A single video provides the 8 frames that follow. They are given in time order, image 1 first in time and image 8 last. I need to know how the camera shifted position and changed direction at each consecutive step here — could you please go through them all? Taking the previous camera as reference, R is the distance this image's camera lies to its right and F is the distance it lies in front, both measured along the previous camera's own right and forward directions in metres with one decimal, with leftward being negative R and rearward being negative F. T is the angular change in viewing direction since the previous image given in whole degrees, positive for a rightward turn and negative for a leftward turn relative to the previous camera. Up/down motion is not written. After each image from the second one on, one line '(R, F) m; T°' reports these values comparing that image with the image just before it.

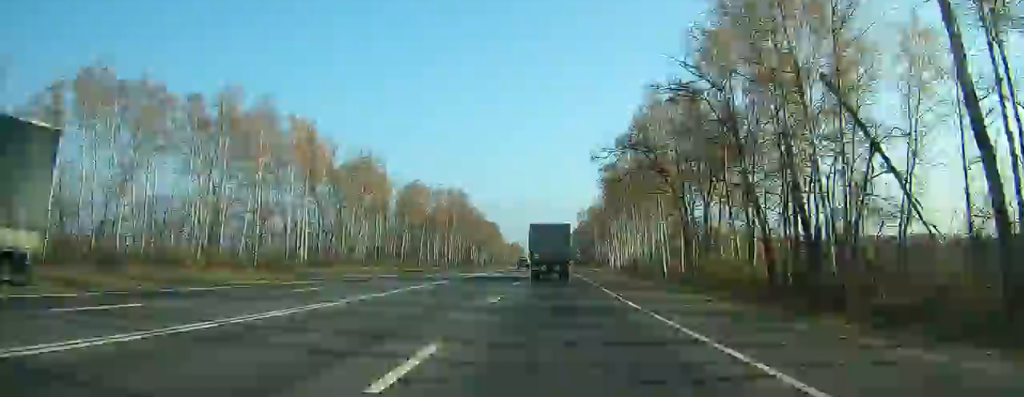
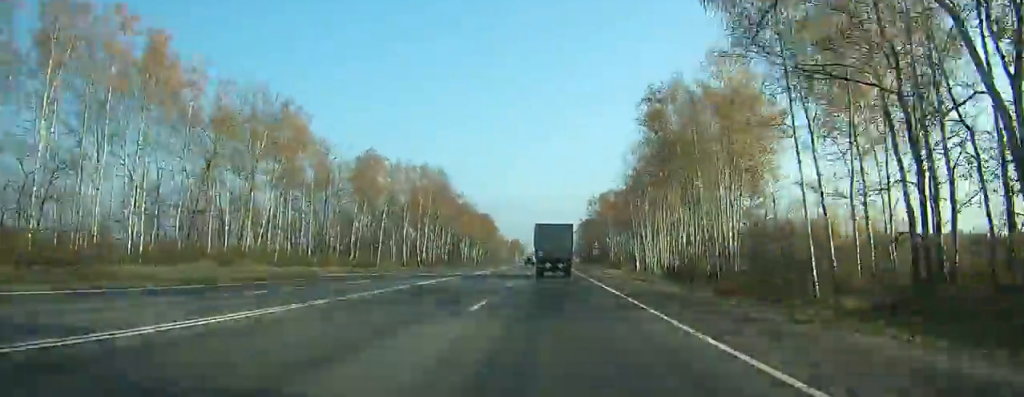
(-0.1, +40.3) m; 0°
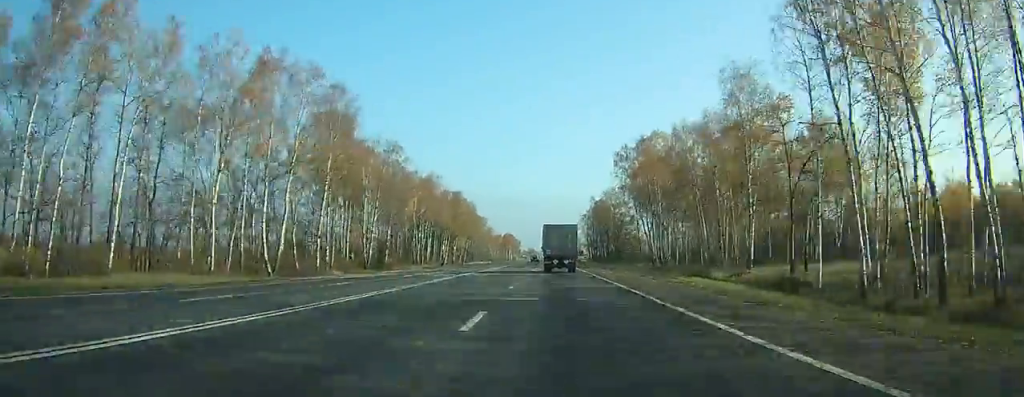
(-0.3, +75.3) m; 0°
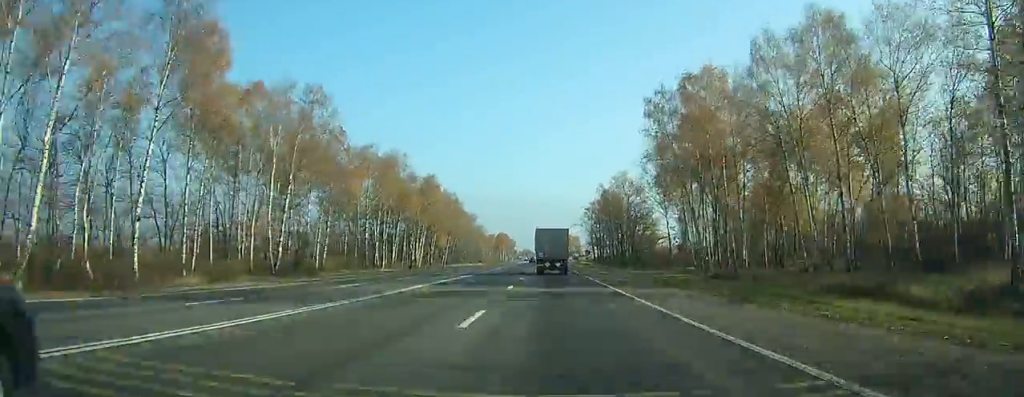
(+0.1, +34.9) m; 0°
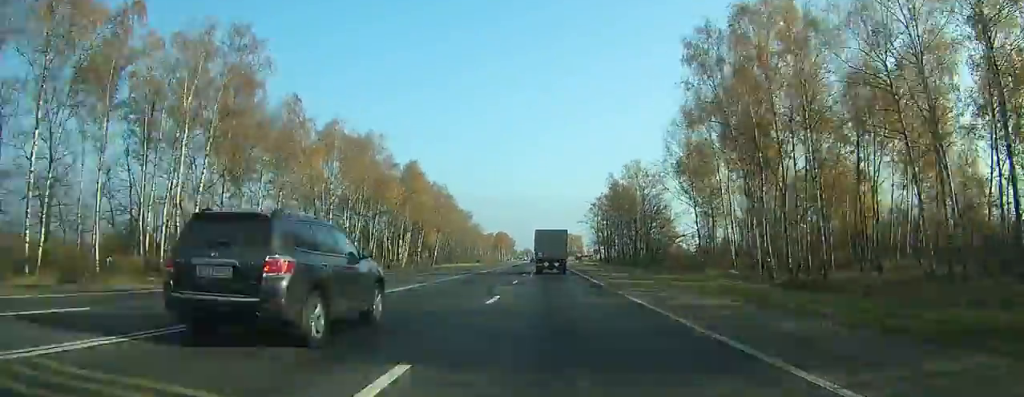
(+0.1, +19.0) m; 0°
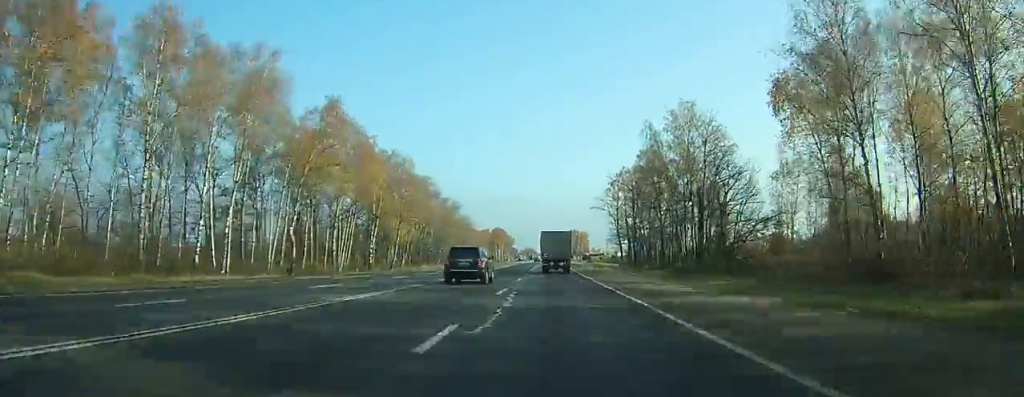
(+0.2, +46.0) m; 0°
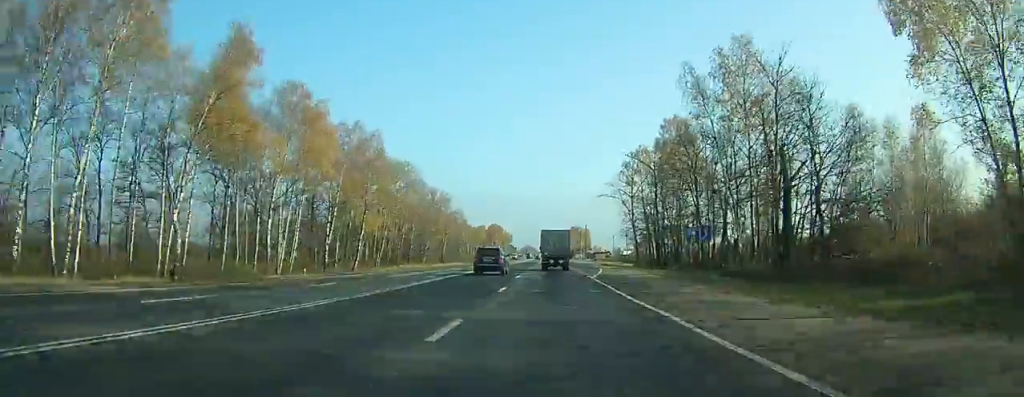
(0.0, +24.1) m; 0°
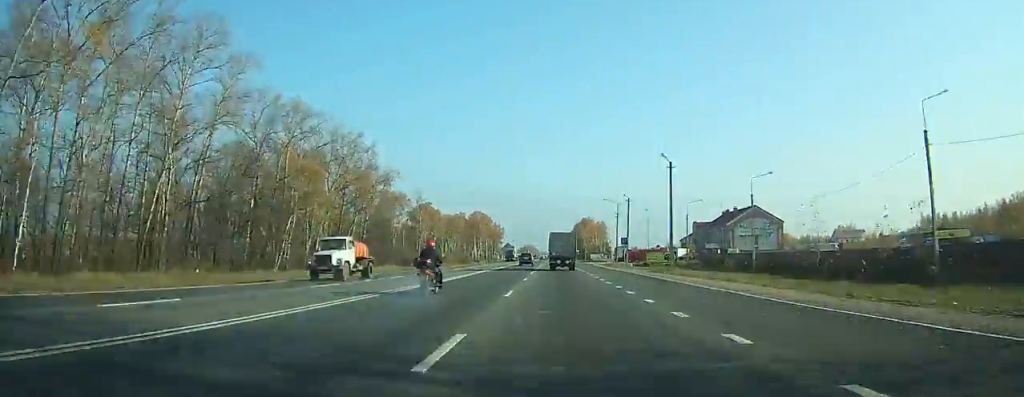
(-1.2, +103.8) m; -1°
